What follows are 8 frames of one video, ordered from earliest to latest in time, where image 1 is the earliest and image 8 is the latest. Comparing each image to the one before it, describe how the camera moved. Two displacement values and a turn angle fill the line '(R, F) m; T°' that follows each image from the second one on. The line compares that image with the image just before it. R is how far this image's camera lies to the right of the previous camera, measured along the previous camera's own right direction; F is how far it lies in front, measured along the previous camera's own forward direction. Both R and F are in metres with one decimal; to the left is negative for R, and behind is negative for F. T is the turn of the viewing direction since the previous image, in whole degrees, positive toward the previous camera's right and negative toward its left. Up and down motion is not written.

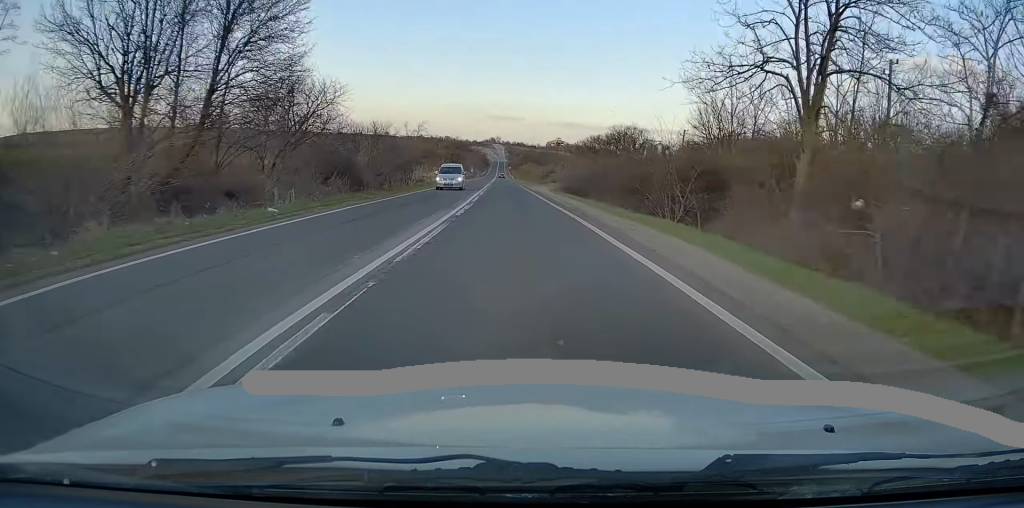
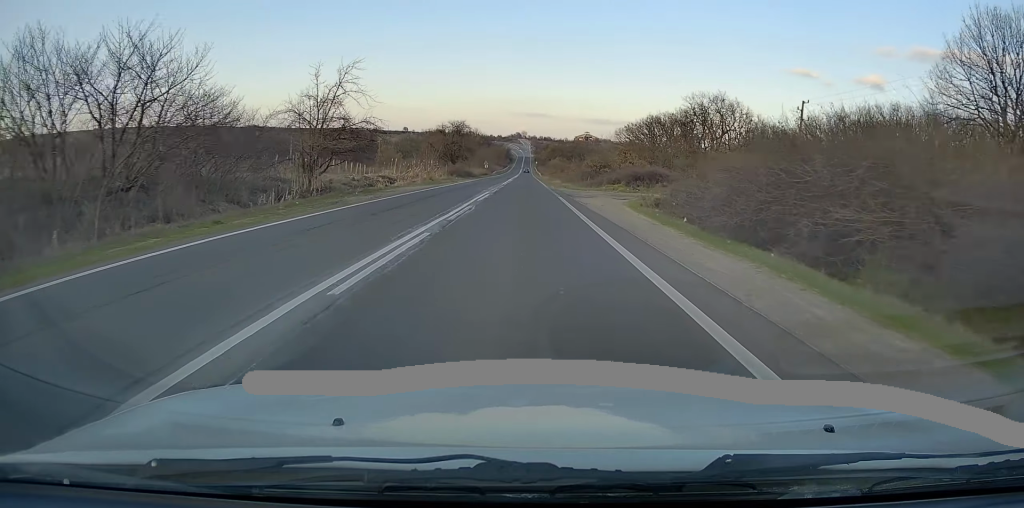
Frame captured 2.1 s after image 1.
(-1.1, +38.7) m; -3°
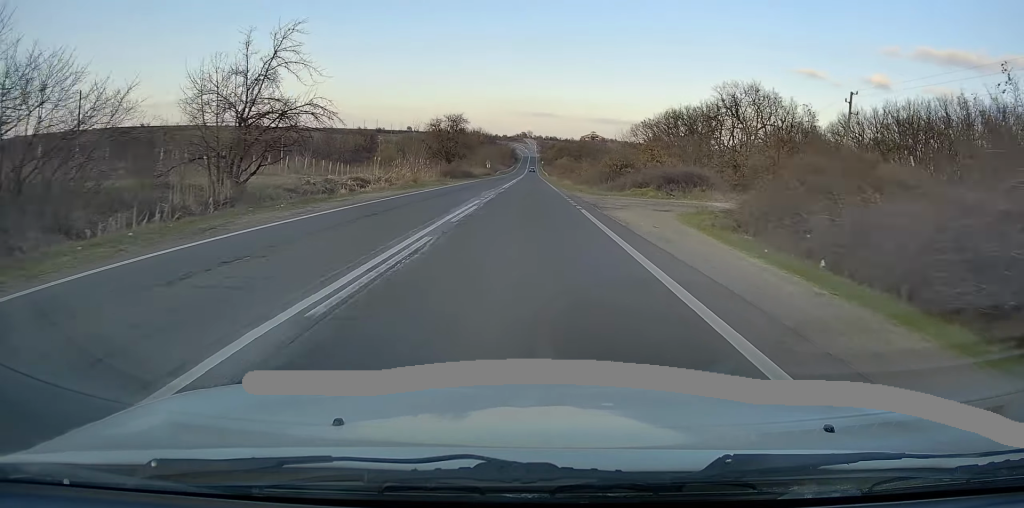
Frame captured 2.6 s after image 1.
(0.0, +9.9) m; 0°
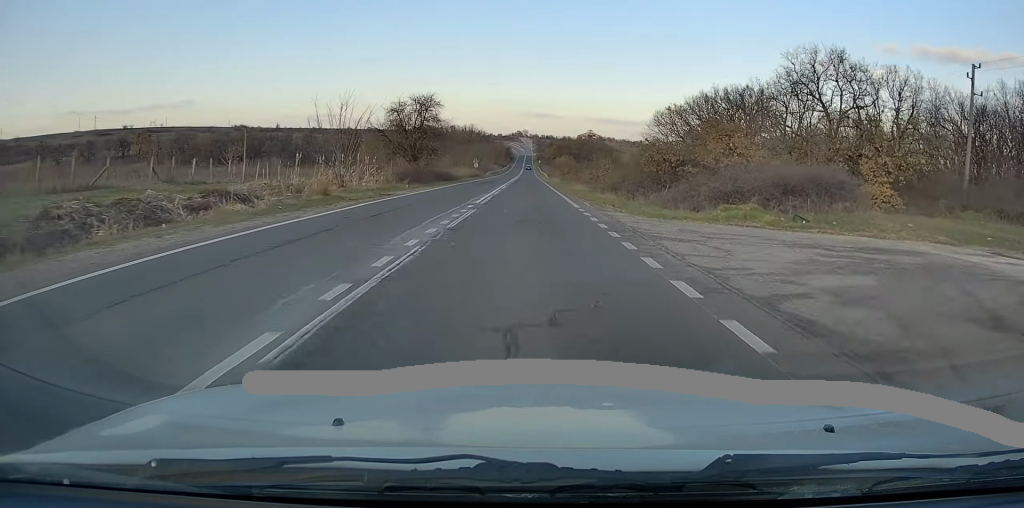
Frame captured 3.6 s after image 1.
(-0.1, +19.2) m; 0°
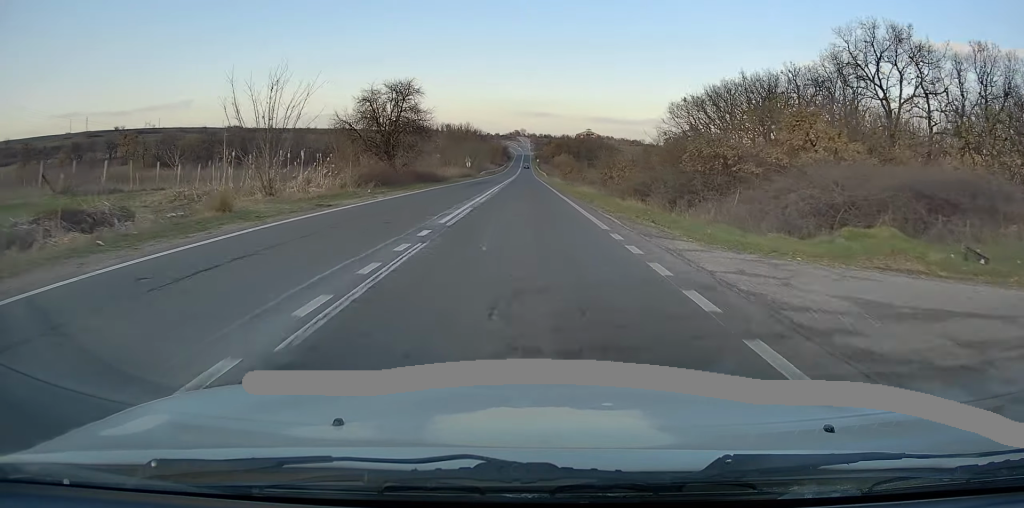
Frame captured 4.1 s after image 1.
(0.0, +8.7) m; 0°
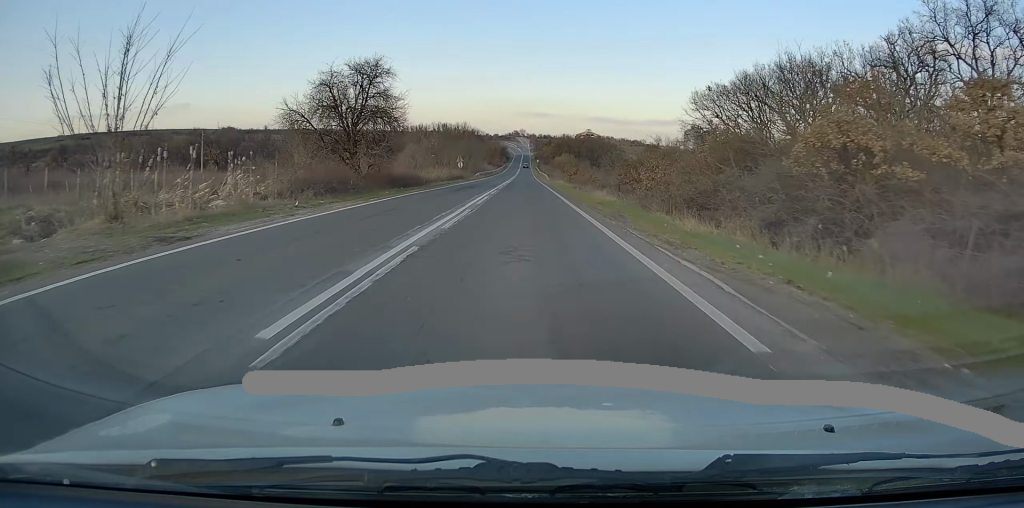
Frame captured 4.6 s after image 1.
(+0.3, +9.4) m; 0°
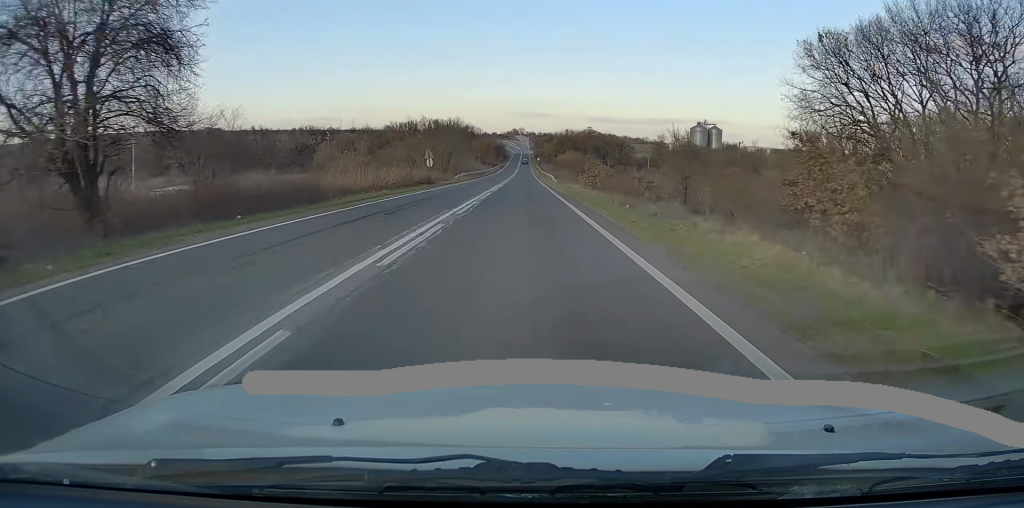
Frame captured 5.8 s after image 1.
(-0.1, +23.1) m; -1°
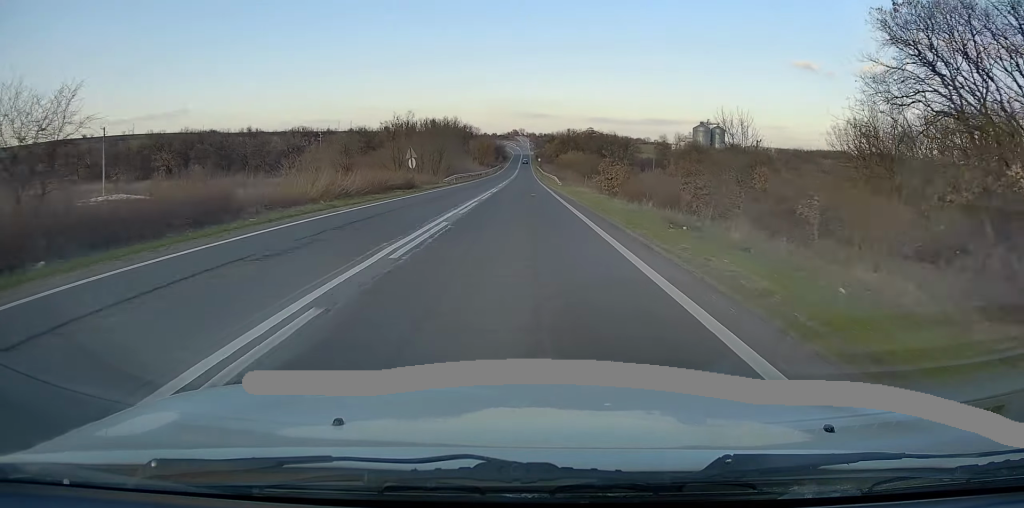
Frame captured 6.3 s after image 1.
(0.0, +8.2) m; 0°
